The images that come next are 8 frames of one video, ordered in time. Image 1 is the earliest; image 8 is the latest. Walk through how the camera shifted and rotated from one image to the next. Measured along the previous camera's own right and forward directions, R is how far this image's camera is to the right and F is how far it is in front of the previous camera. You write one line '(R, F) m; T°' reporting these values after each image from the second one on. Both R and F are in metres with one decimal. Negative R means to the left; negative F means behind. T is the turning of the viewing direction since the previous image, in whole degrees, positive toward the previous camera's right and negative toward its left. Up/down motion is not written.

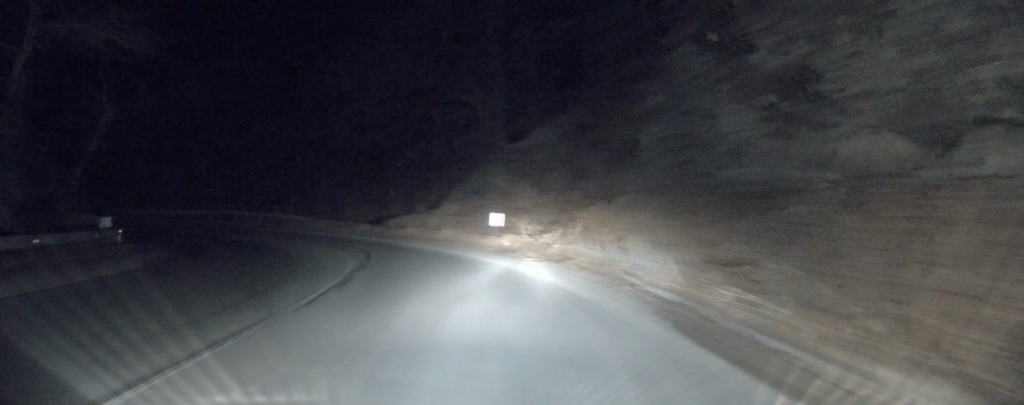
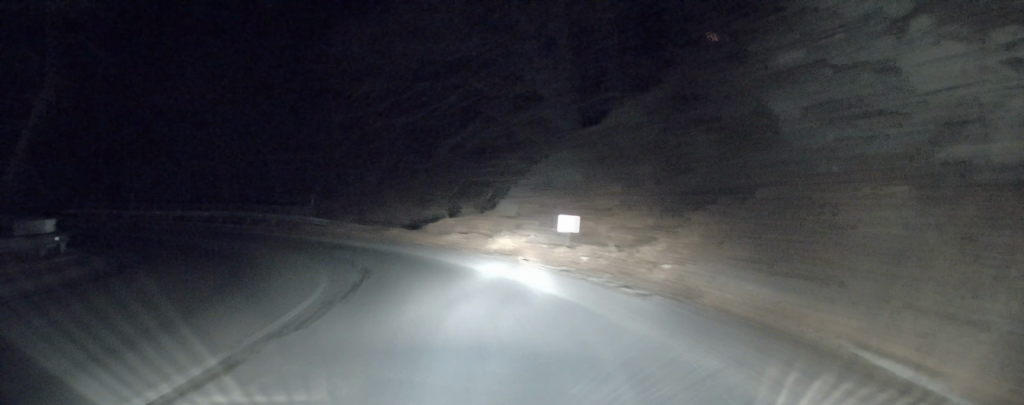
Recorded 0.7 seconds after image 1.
(-0.2, +7.4) m; -4°
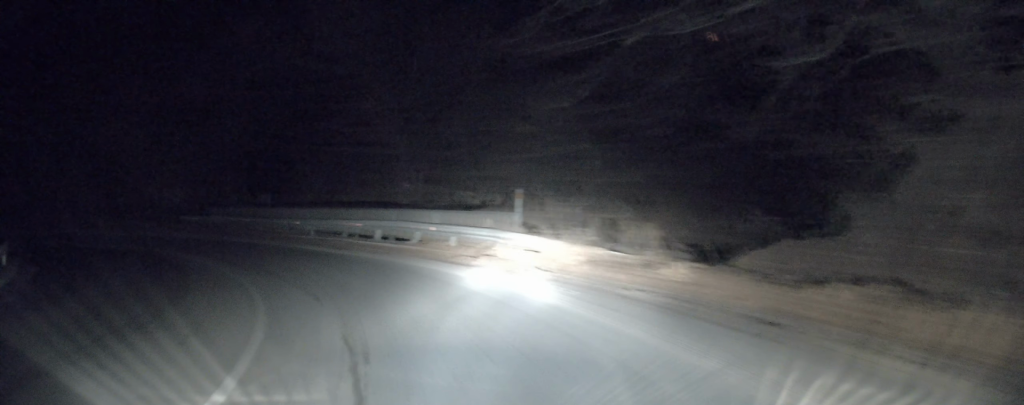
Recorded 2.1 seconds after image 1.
(-1.3, +15.5) m; -9°
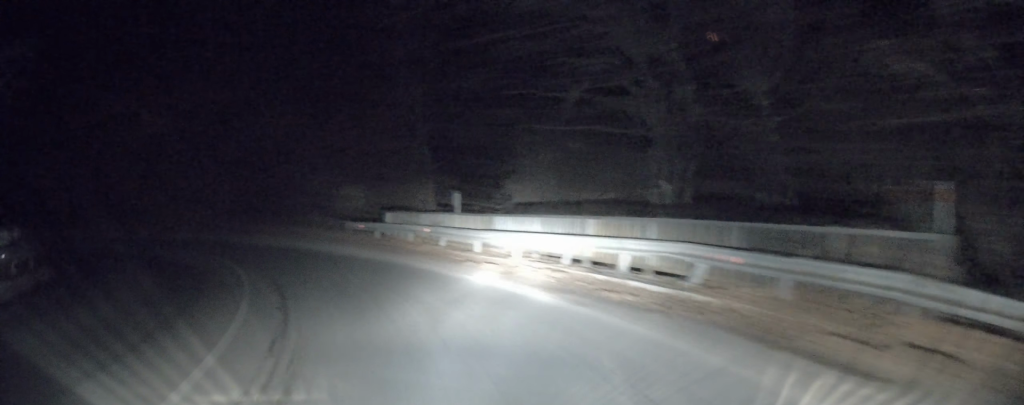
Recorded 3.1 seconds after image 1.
(-0.4, +11.0) m; -7°
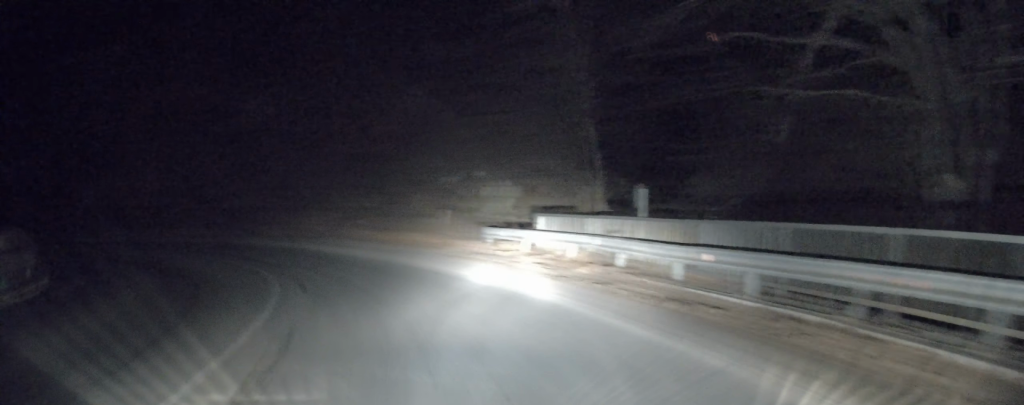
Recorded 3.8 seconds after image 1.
(-0.5, +7.4) m; -18°
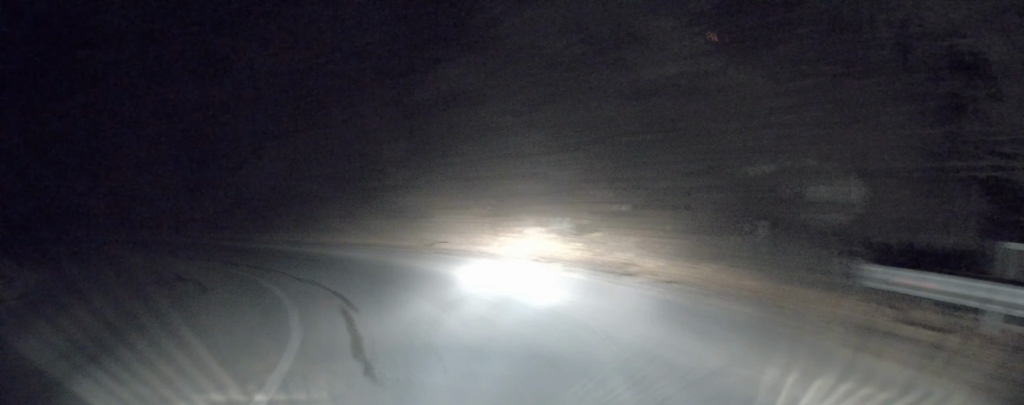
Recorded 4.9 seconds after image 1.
(-3.2, +8.6) m; -47°
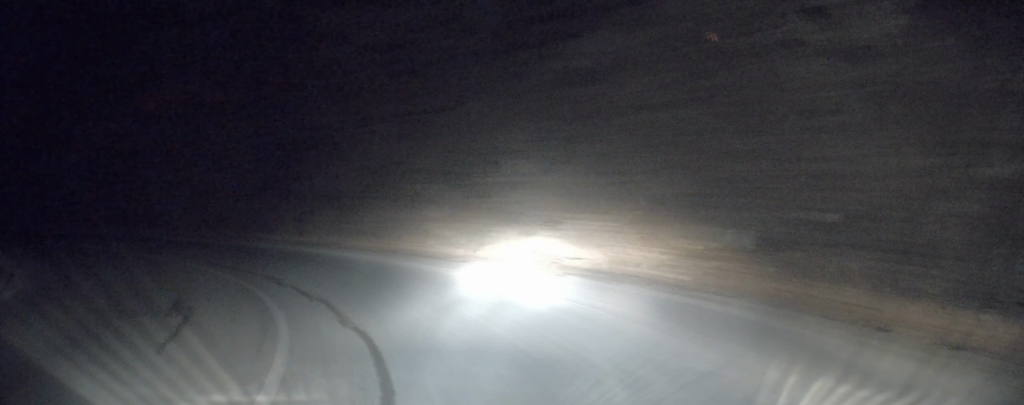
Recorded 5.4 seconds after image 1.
(-0.9, +4.2) m; -21°
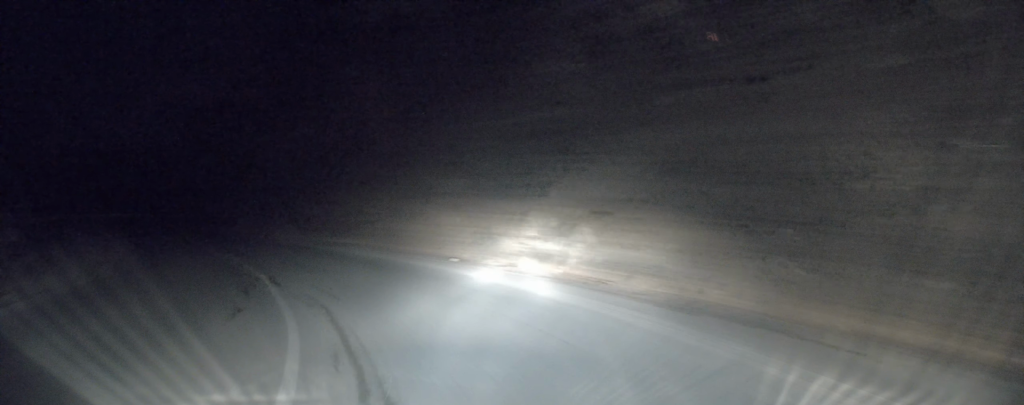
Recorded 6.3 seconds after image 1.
(-1.3, +8.1) m; -16°
